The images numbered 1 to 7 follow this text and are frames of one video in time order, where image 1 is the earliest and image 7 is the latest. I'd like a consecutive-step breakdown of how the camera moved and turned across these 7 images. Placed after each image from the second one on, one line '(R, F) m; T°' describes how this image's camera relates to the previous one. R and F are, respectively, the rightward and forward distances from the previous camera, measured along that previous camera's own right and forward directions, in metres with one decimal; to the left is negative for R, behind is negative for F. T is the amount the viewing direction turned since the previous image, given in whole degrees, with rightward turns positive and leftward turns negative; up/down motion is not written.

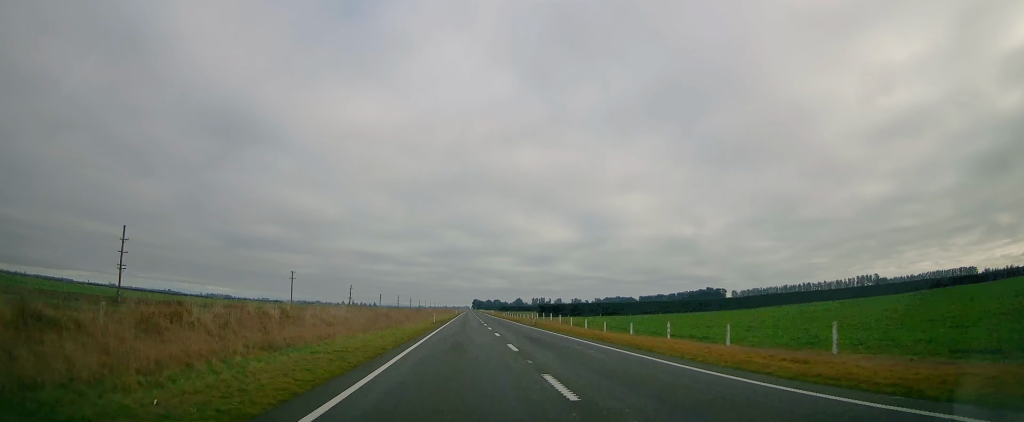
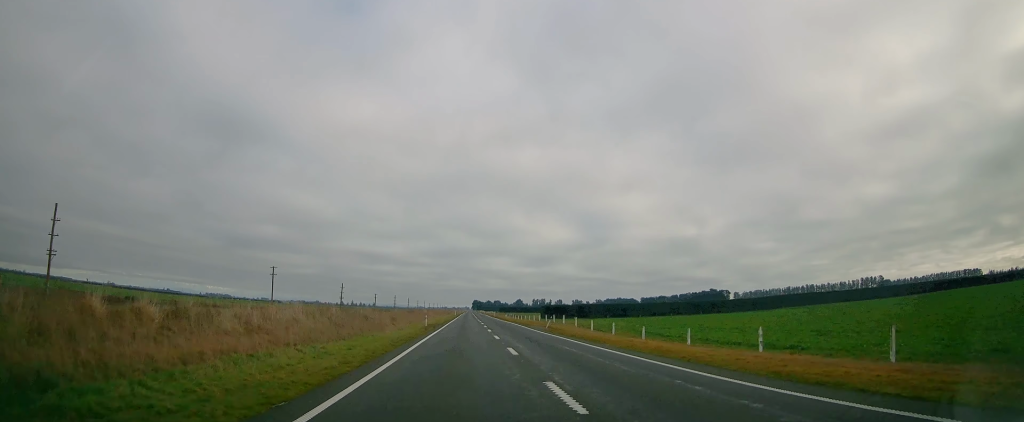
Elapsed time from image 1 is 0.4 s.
(0.0, +11.0) m; 0°
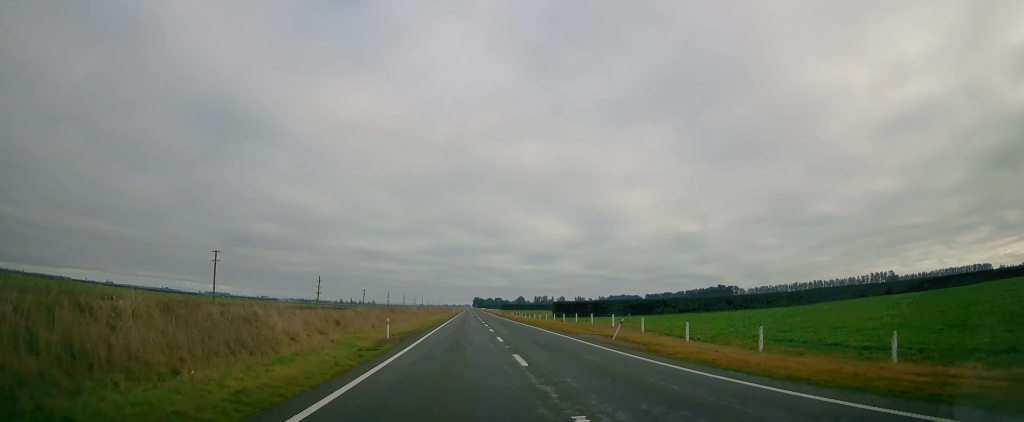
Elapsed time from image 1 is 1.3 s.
(+0.6, +23.8) m; +1°
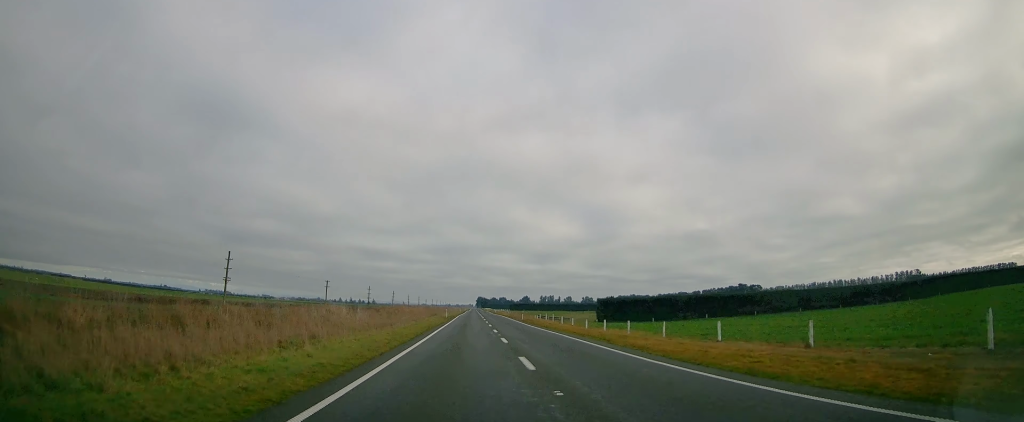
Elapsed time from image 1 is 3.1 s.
(0.0, +51.1) m; -2°
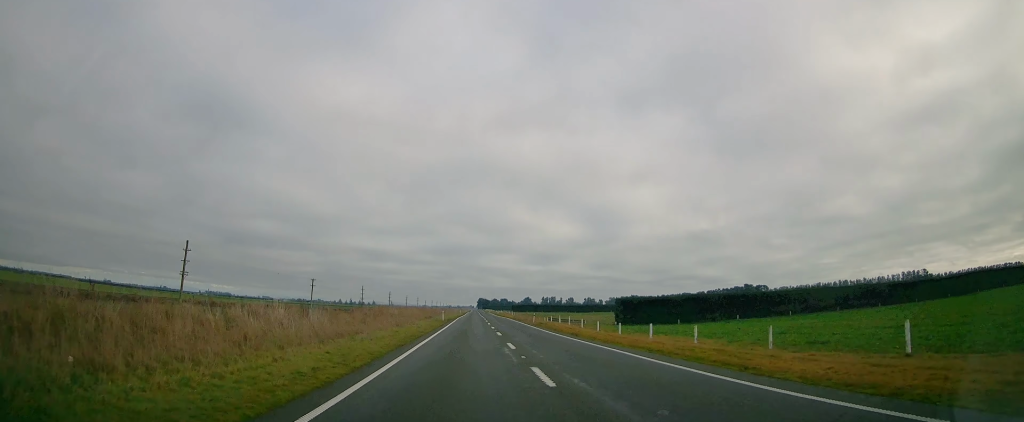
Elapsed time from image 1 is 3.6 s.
(-0.4, +12.8) m; 0°
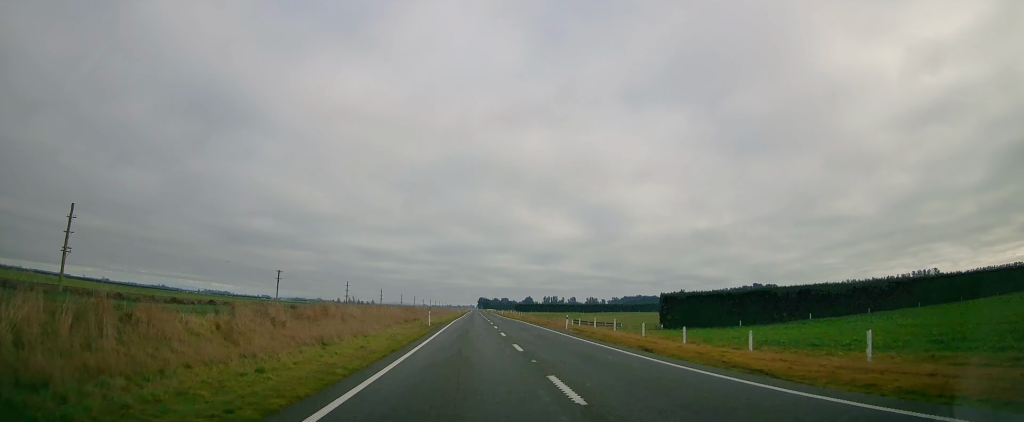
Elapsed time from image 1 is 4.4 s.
(-0.4, +22.0) m; 0°
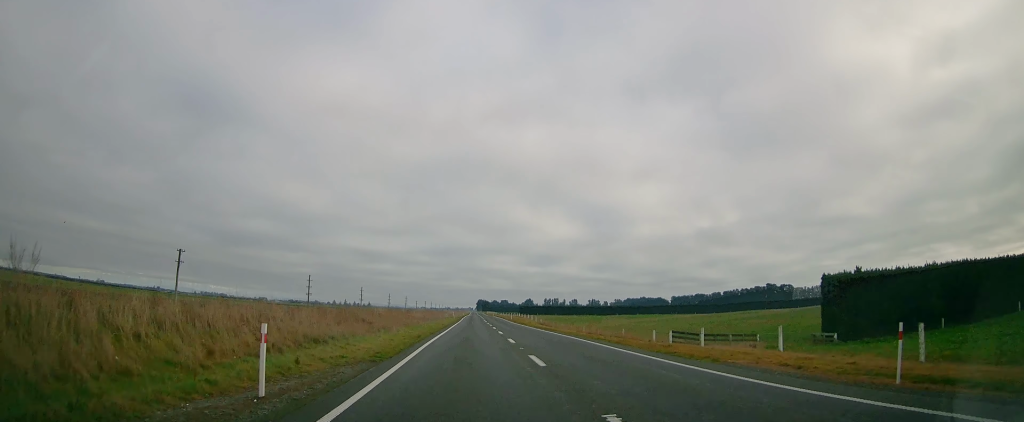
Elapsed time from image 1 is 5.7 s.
(+1.1, +34.7) m; +2°
